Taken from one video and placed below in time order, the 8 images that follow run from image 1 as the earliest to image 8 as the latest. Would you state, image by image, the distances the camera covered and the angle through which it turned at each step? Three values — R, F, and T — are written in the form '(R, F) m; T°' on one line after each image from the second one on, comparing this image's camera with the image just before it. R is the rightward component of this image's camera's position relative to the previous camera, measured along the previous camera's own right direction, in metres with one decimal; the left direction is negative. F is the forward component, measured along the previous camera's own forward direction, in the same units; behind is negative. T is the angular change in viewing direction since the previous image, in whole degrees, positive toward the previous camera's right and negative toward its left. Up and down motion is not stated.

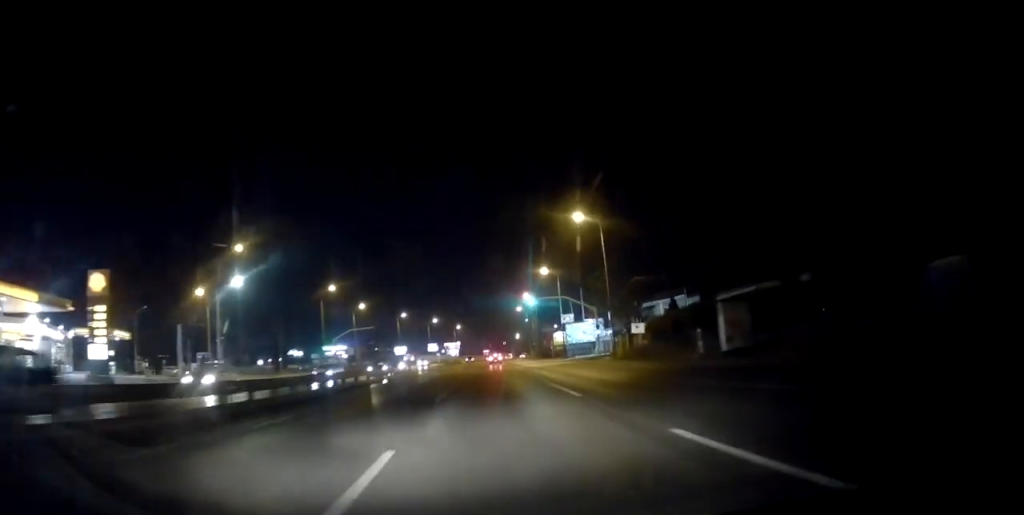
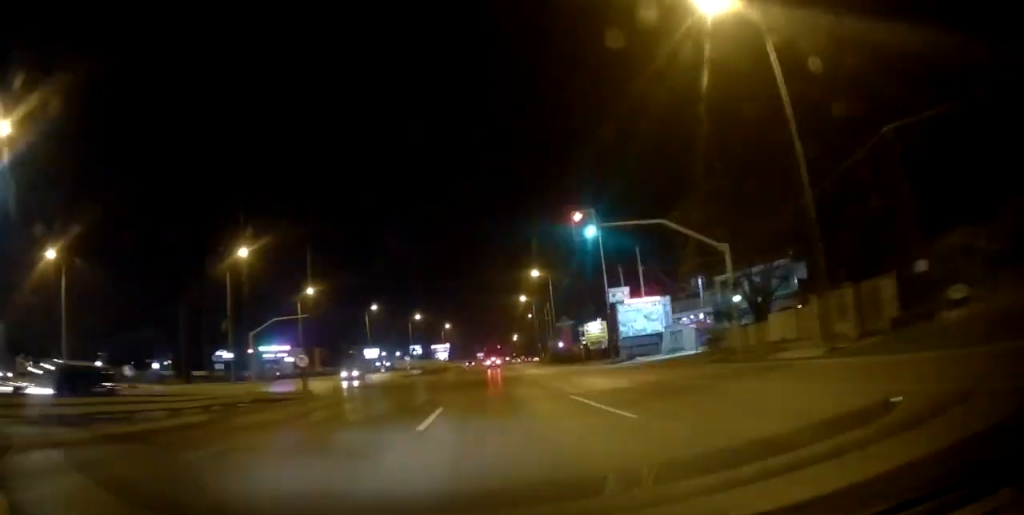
(+0.2, +34.2) m; +1°
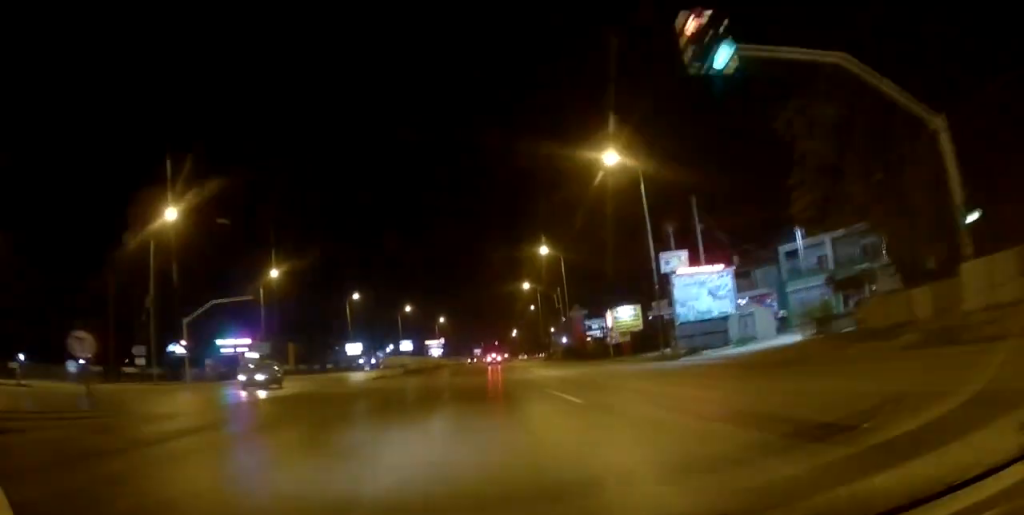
(+0.1, +15.4) m; 0°
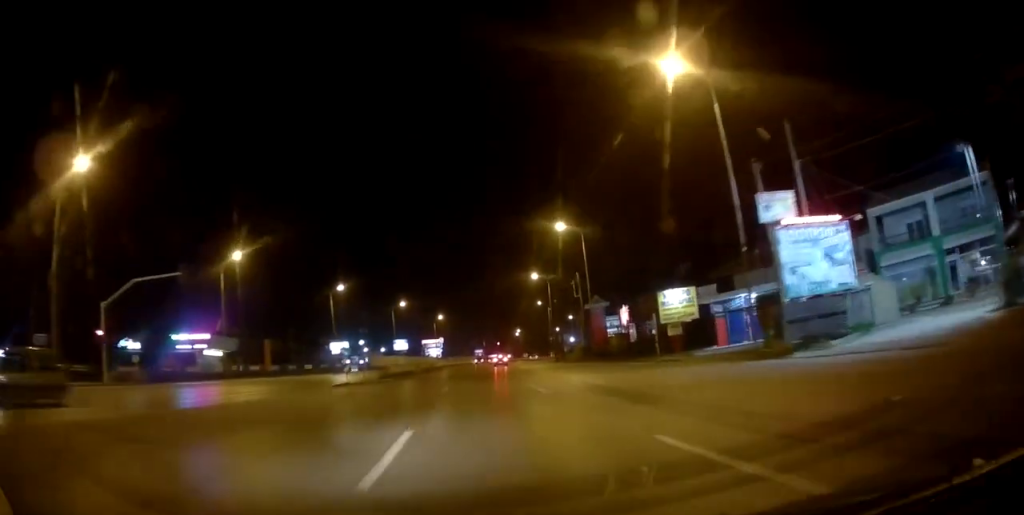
(0.0, +13.0) m; 0°
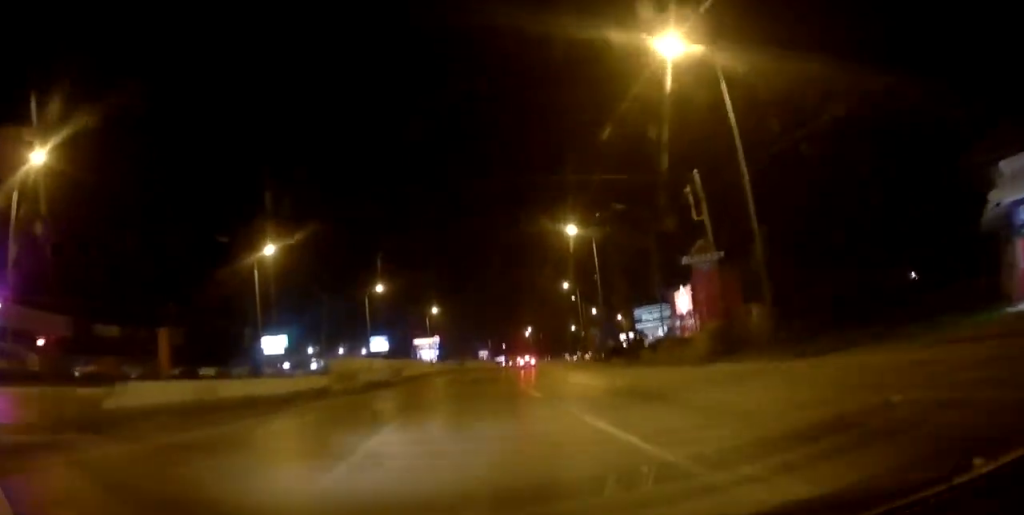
(0.0, +35.3) m; +1°
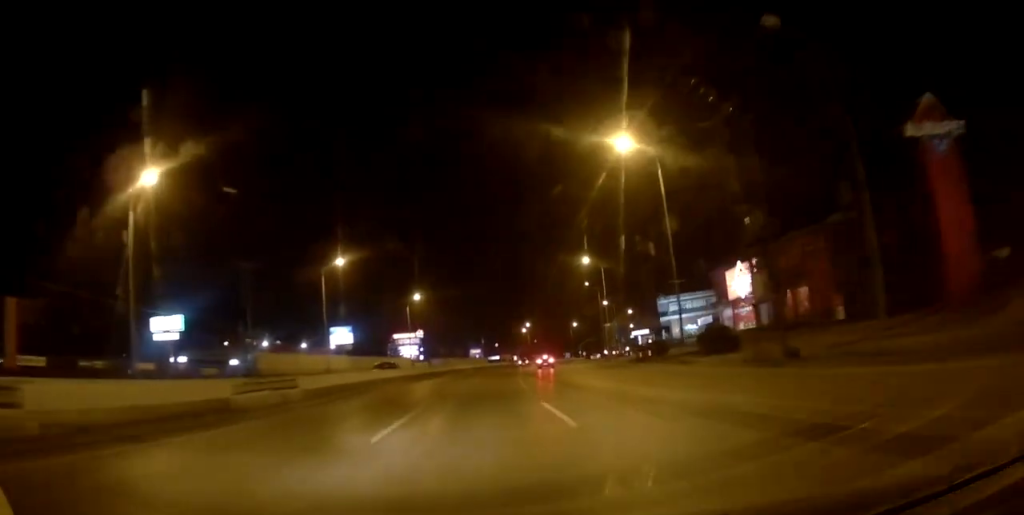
(+0.2, +23.0) m; +1°
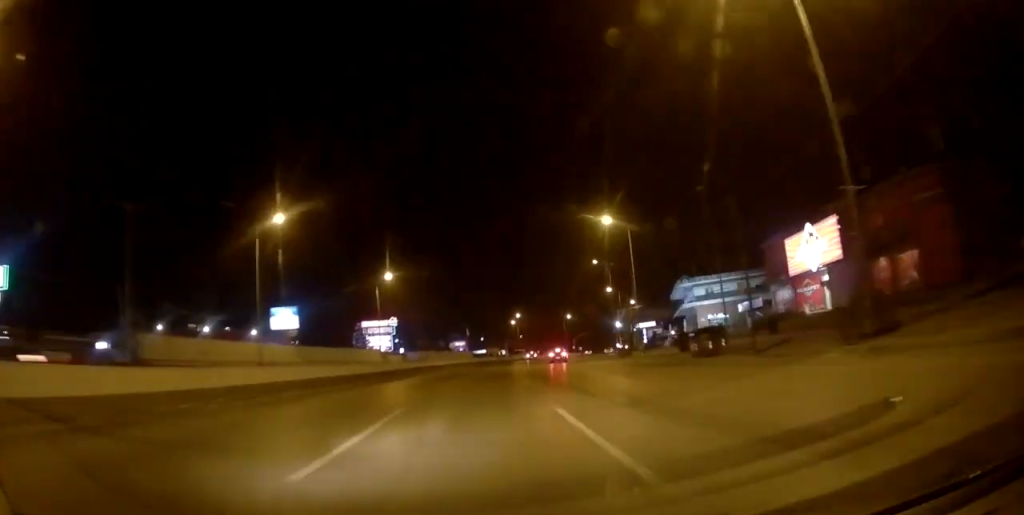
(+0.1, +16.3) m; +2°
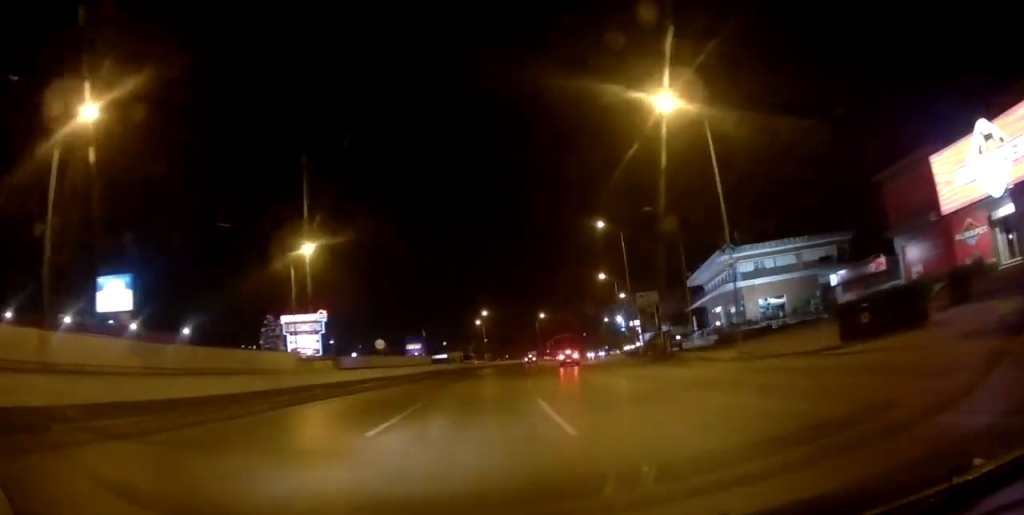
(+0.7, +20.7) m; +4°
